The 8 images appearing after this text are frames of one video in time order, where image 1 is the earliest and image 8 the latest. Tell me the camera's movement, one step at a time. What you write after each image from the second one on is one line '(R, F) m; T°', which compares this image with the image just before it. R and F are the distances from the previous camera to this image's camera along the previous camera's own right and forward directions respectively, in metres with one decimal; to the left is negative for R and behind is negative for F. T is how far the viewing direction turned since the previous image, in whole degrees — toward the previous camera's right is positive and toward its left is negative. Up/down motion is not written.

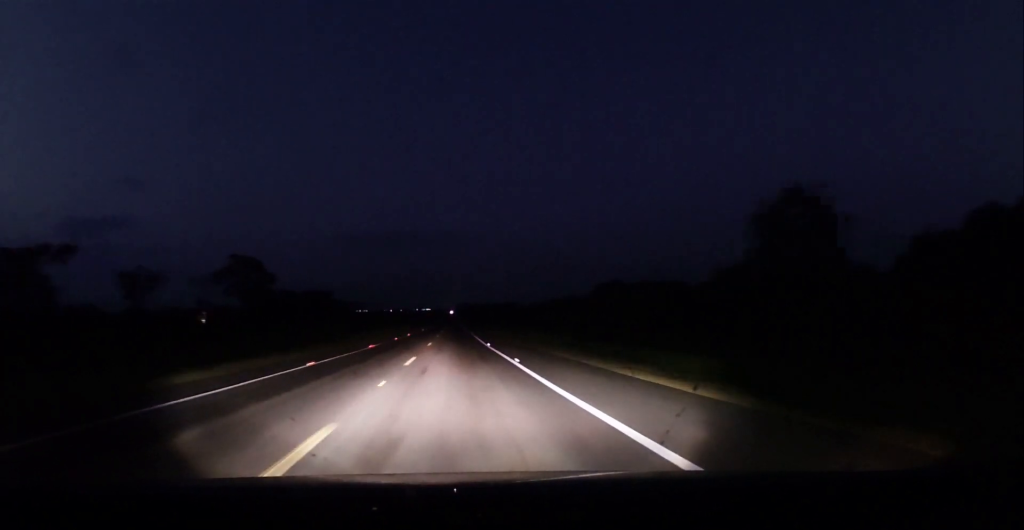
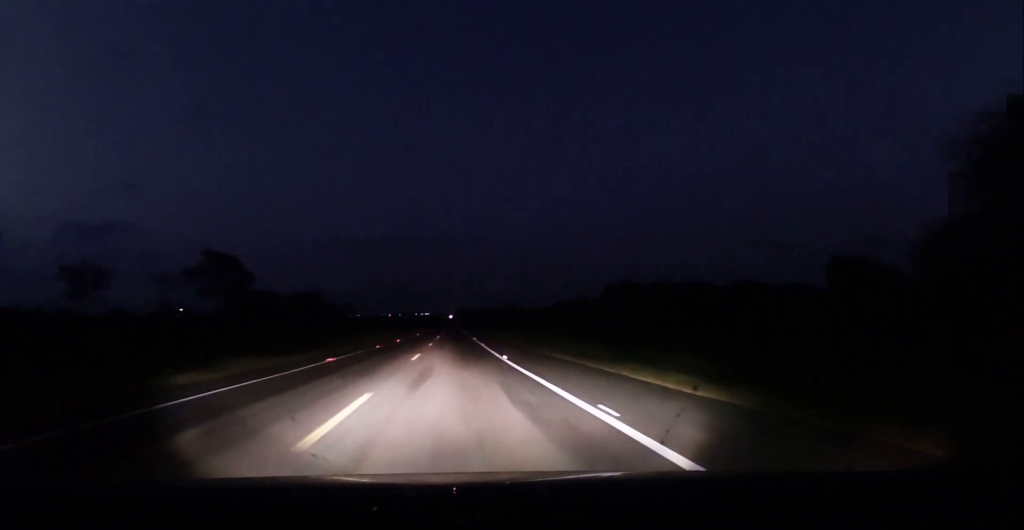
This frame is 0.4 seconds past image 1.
(0.0, +13.4) m; 0°
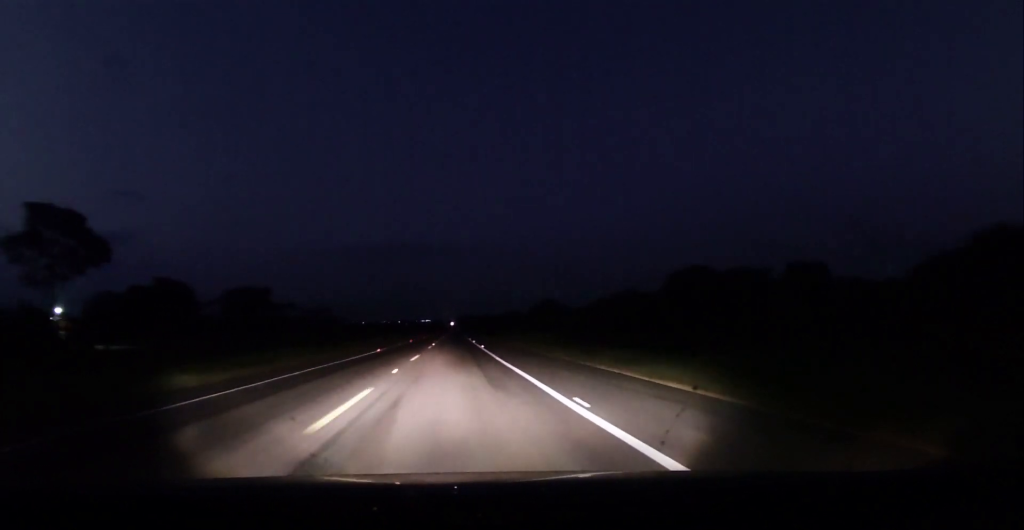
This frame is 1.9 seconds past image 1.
(0.0, +51.8) m; 0°
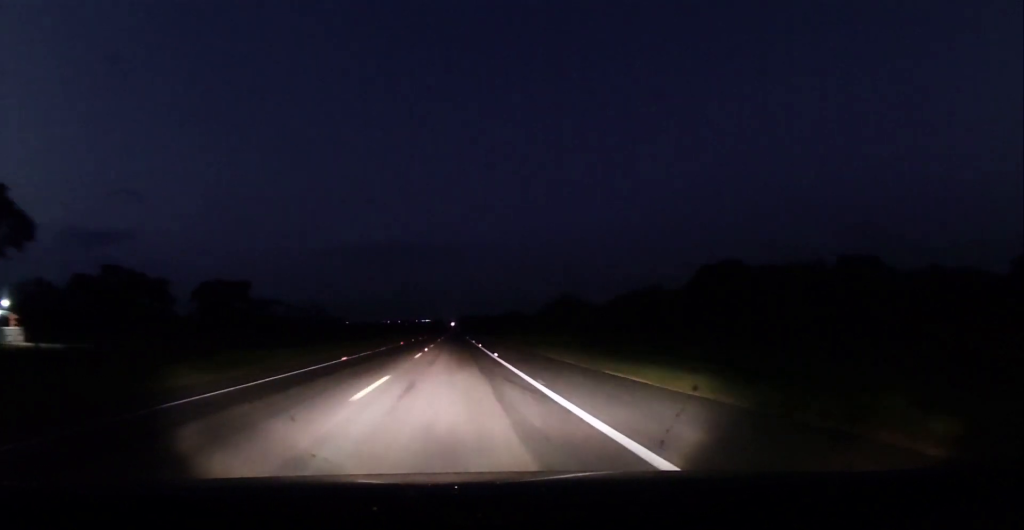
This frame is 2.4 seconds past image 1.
(+0.1, +14.8) m; 0°
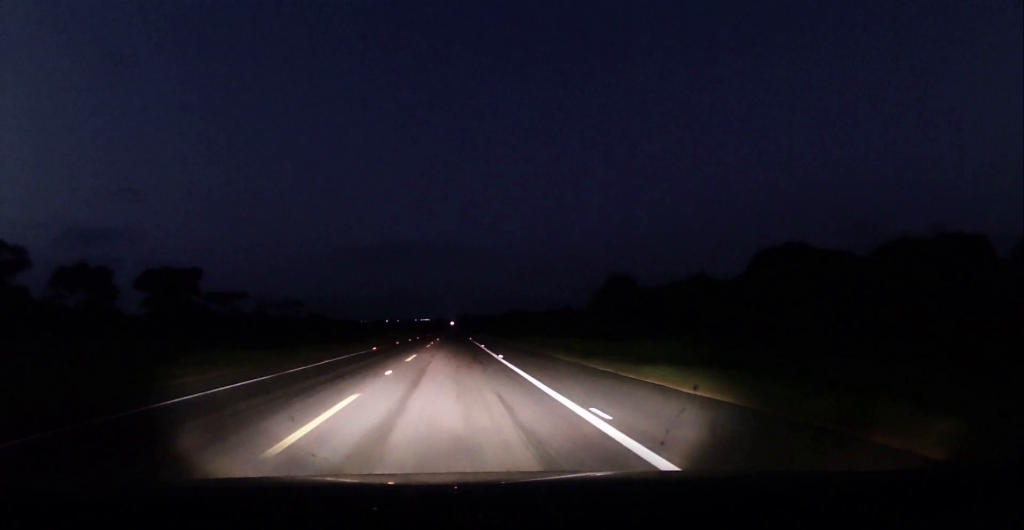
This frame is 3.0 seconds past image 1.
(+0.2, +22.7) m; 0°
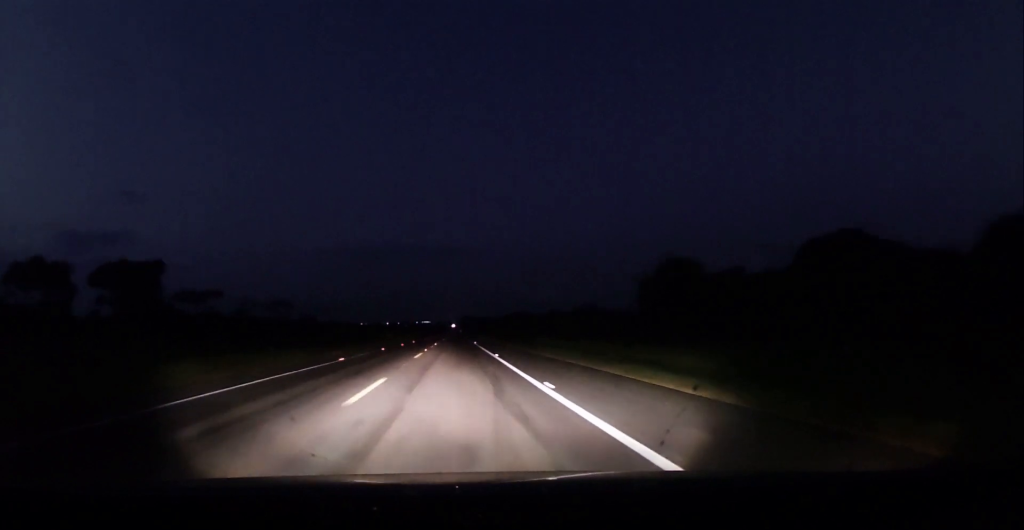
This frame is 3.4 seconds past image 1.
(-0.3, +13.6) m; 0°
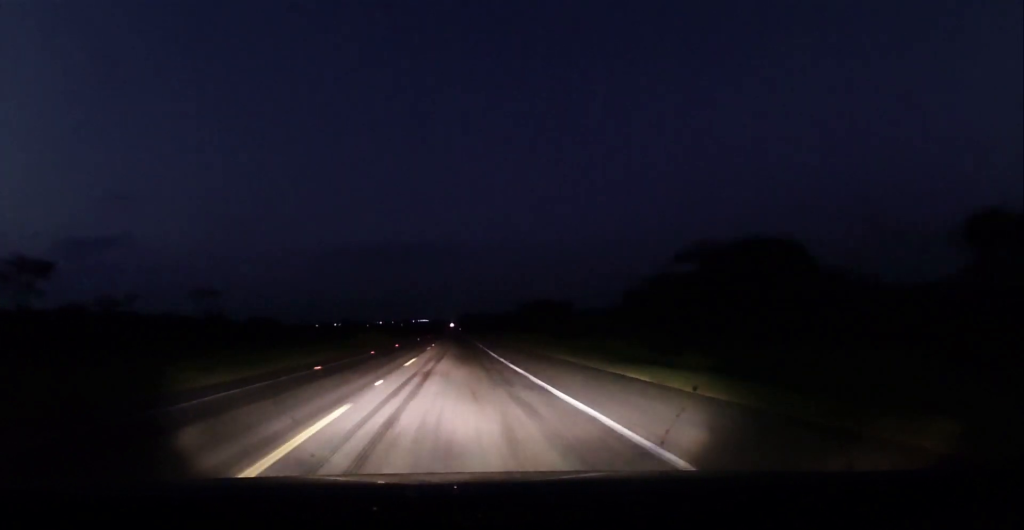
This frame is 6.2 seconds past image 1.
(+0.2, +94.9) m; 0°
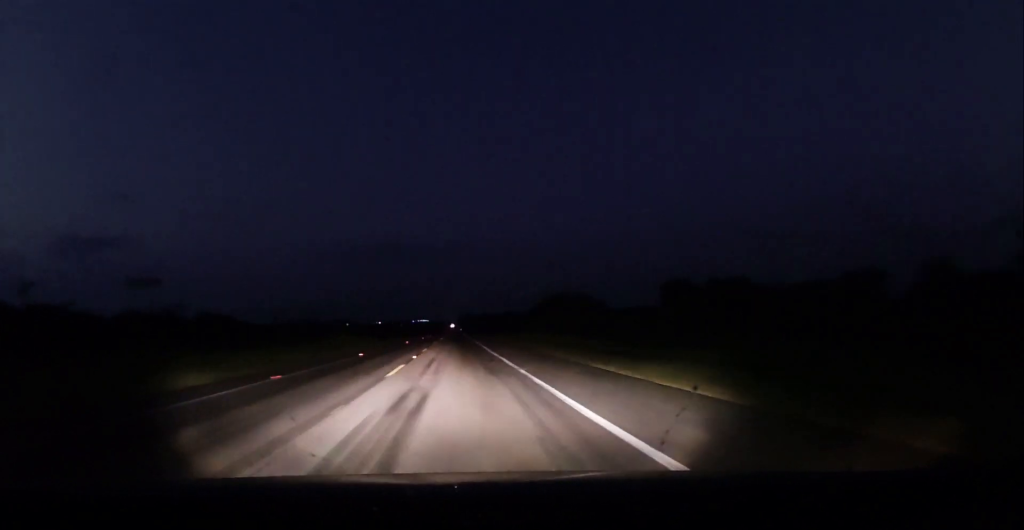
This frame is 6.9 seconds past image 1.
(+0.1, +23.5) m; +1°
